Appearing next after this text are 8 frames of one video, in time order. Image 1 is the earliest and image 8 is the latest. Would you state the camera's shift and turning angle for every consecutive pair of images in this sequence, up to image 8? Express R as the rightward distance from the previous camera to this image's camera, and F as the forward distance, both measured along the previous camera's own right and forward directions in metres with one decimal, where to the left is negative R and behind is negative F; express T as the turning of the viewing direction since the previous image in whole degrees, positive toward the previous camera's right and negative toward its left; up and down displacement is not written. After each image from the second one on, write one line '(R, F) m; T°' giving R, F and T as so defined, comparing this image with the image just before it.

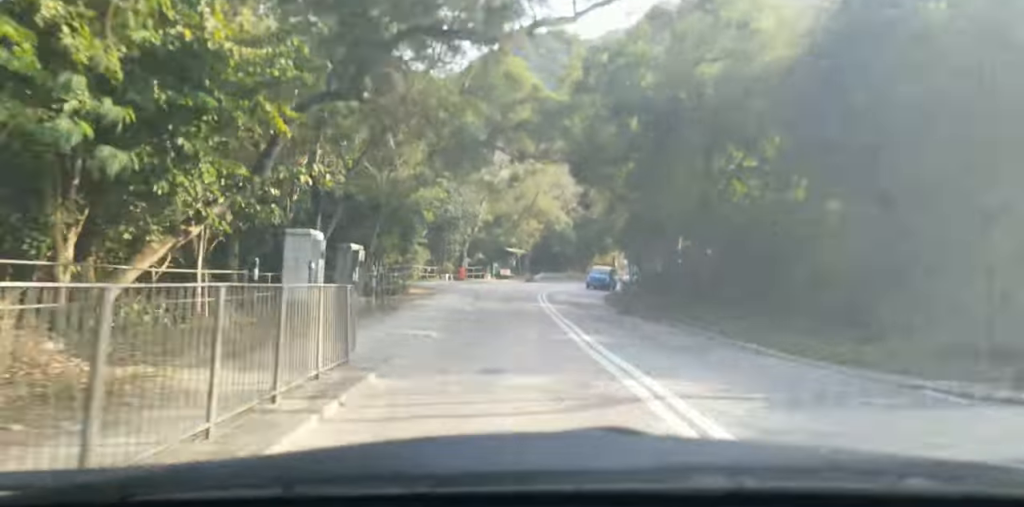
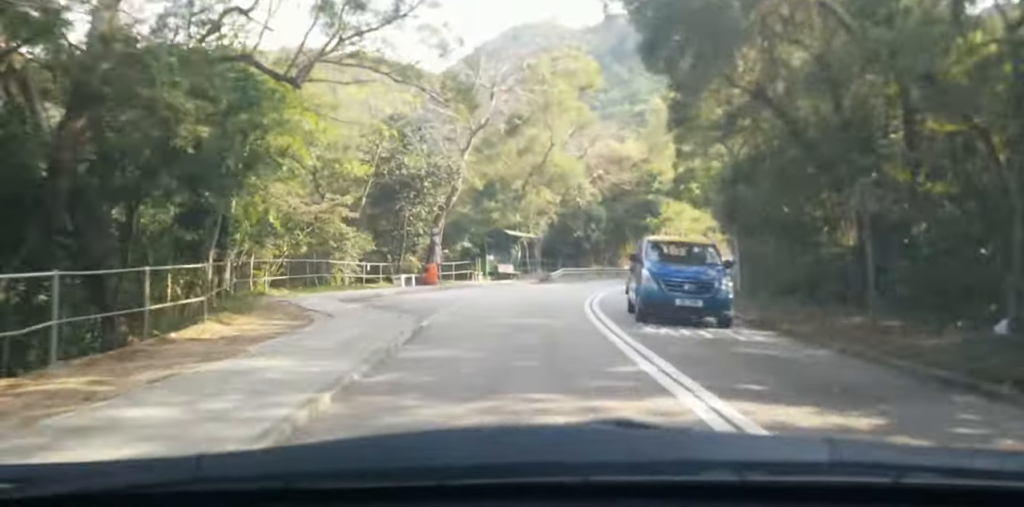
(-0.1, +25.5) m; 0°
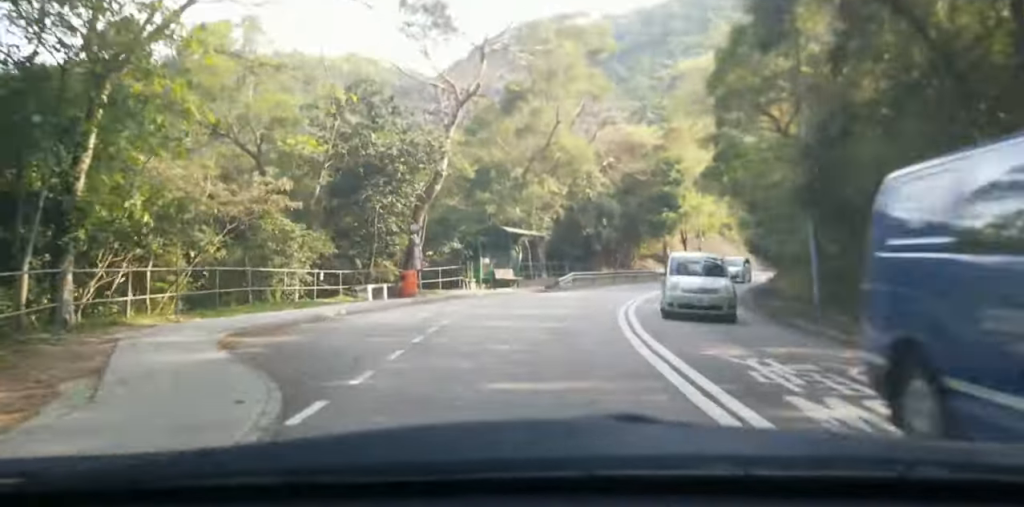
(-0.1, +6.4) m; +1°
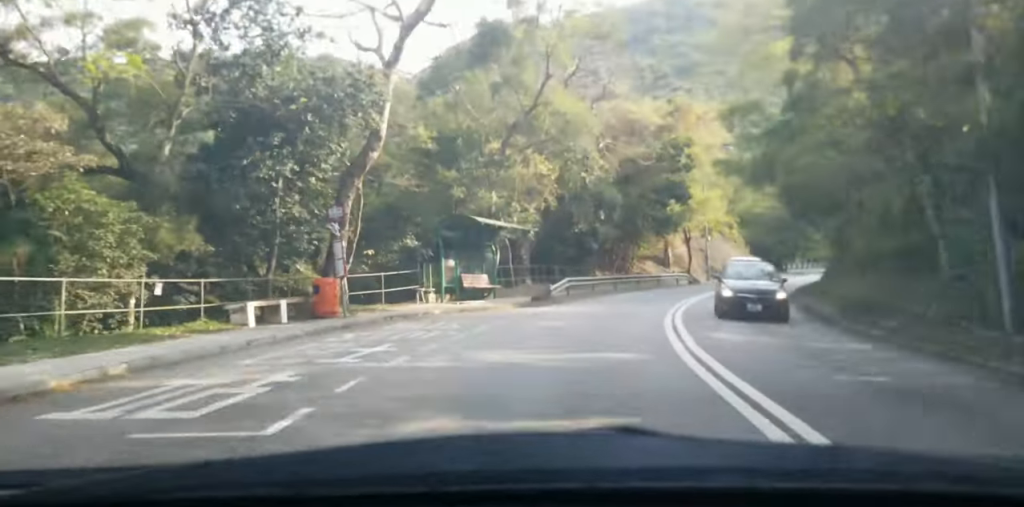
(+0.2, +8.8) m; +2°
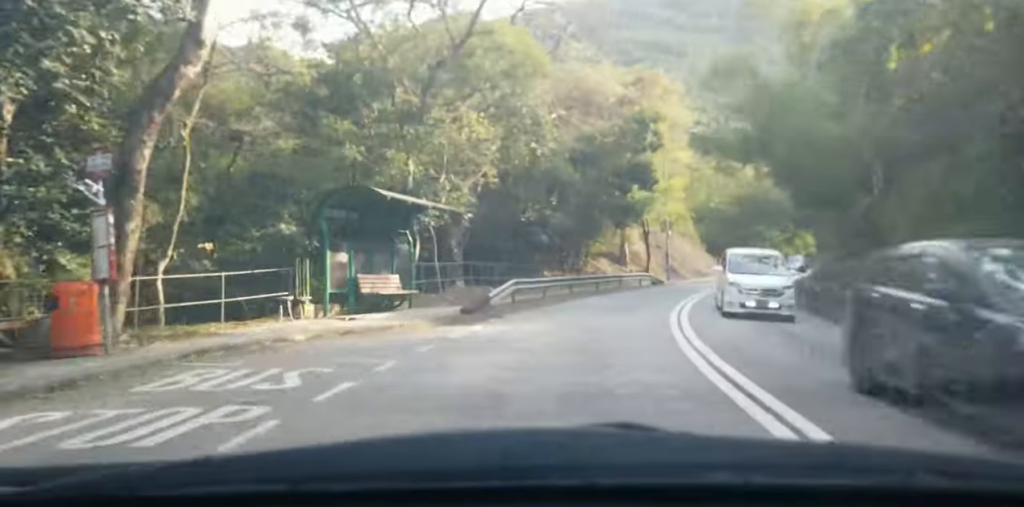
(+0.1, +7.3) m; +3°
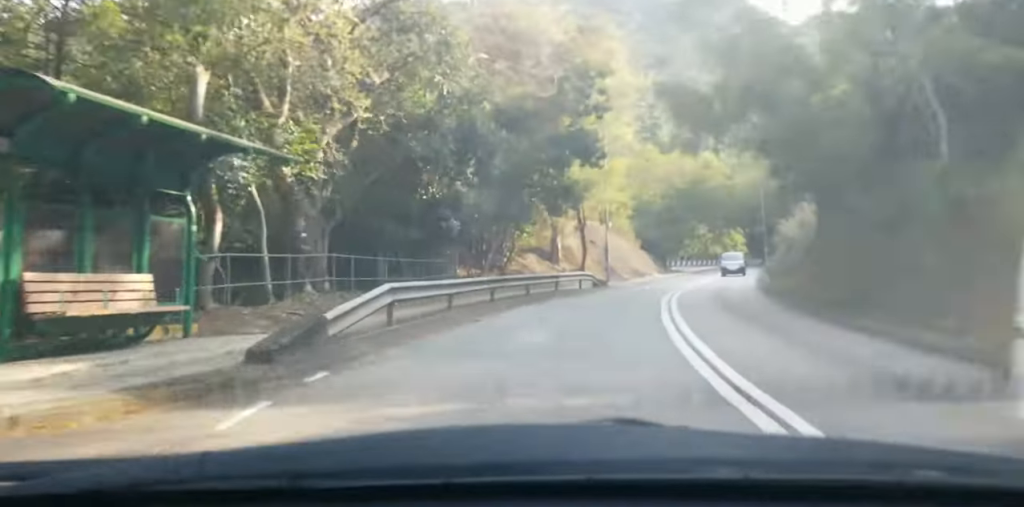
(+0.2, +8.6) m; +4°
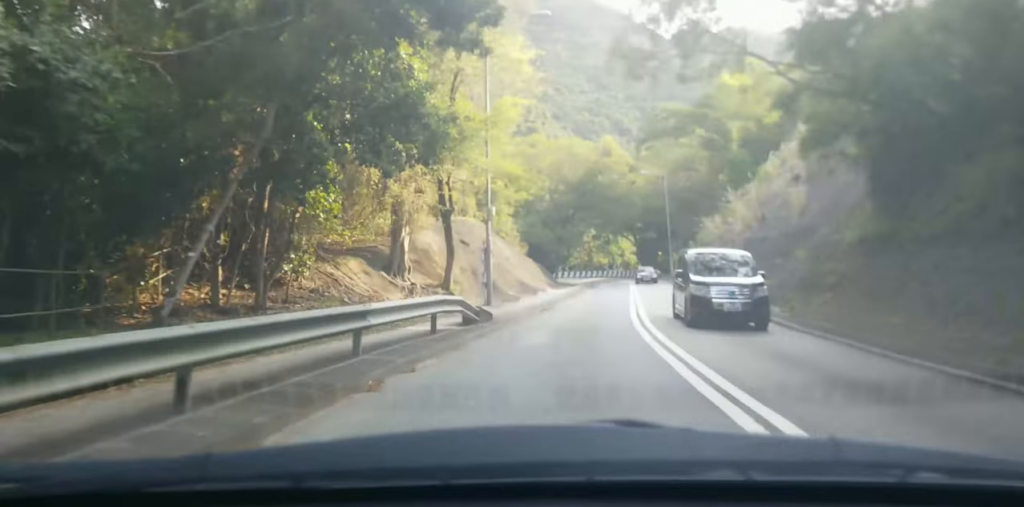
(+1.6, +17.6) m; +11°
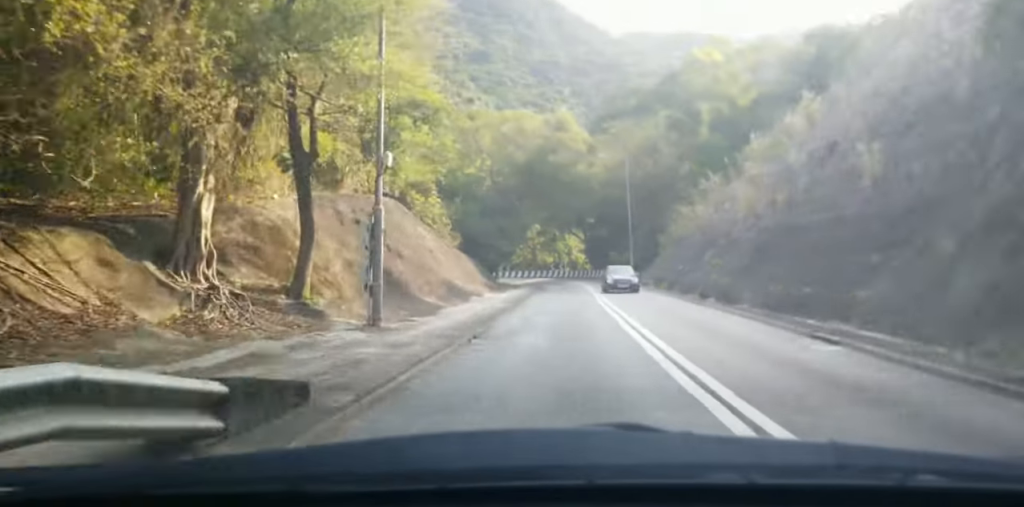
(+0.8, +11.8) m; +4°
